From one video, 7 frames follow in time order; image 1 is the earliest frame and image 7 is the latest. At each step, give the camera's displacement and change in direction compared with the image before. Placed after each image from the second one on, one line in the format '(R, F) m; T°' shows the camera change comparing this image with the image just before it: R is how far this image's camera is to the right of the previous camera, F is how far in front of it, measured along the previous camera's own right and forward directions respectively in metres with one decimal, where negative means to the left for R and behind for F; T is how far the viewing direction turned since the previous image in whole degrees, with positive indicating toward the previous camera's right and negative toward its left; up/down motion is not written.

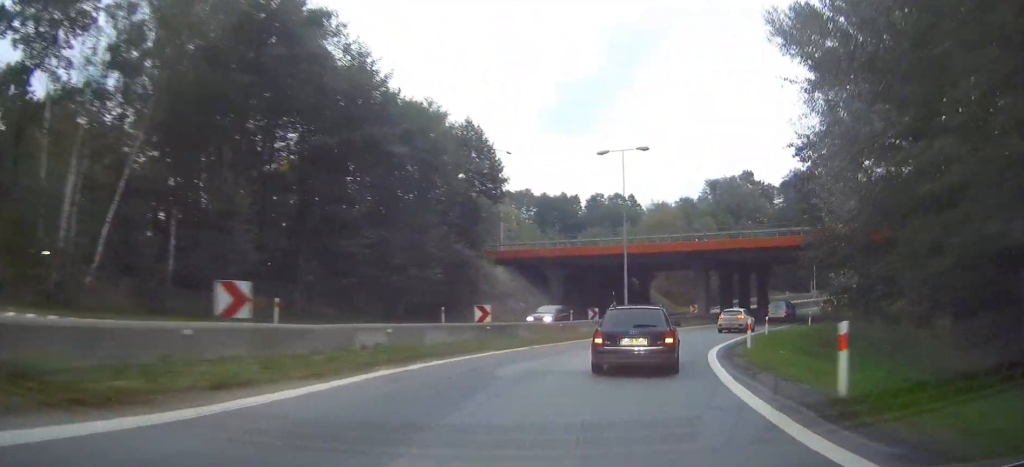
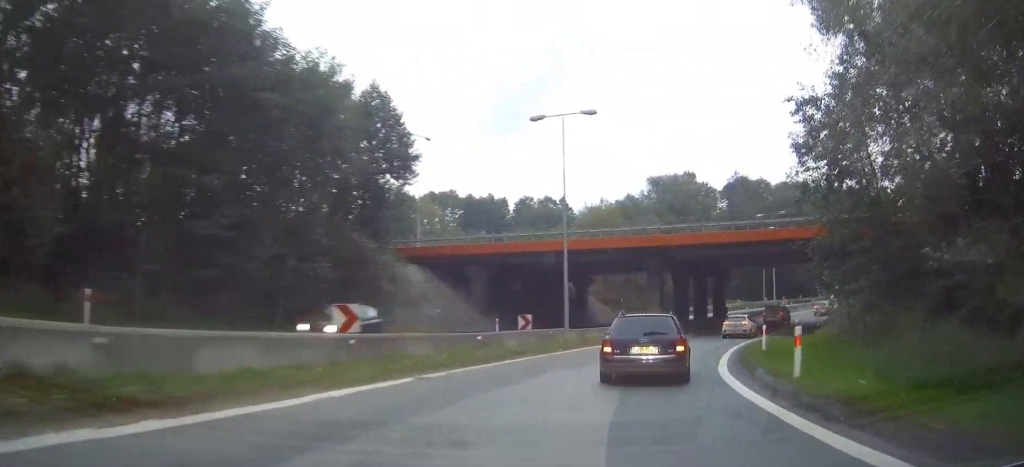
(0.0, +9.6) m; +8°
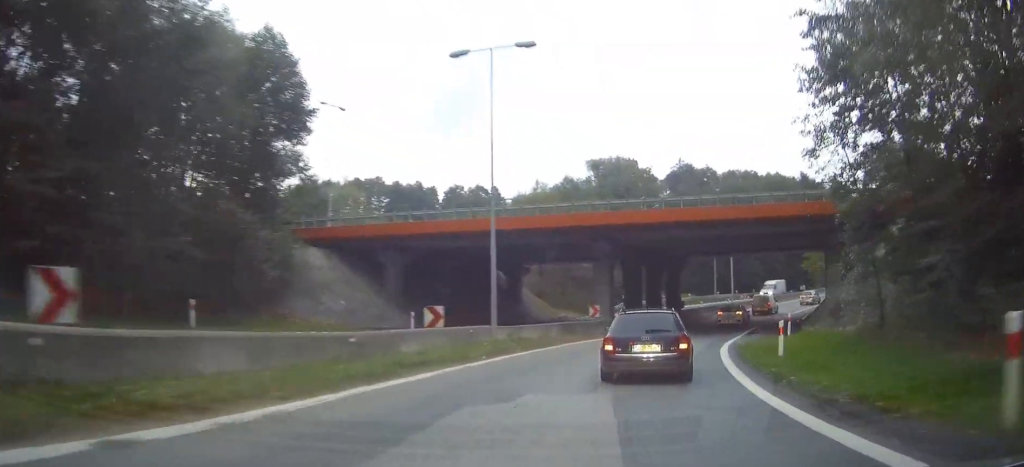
(+0.5, +7.6) m; +8°
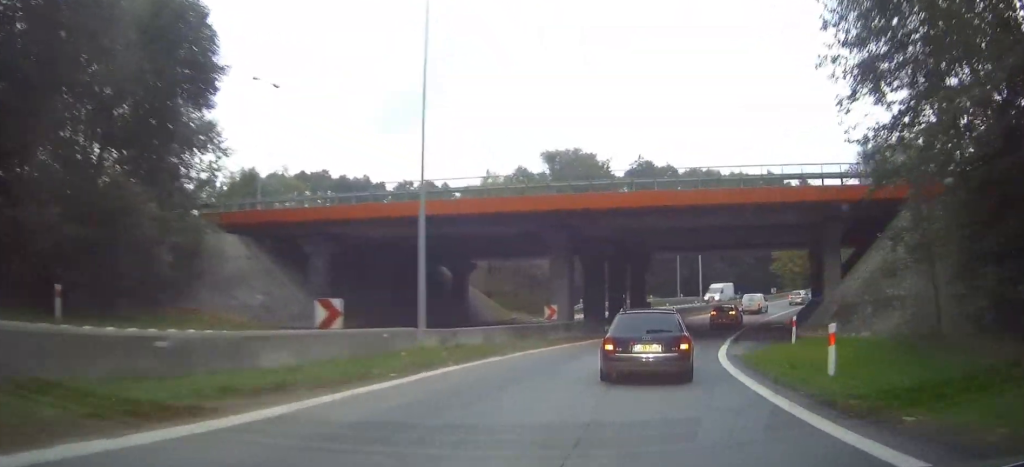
(+0.6, +5.9) m; +7°
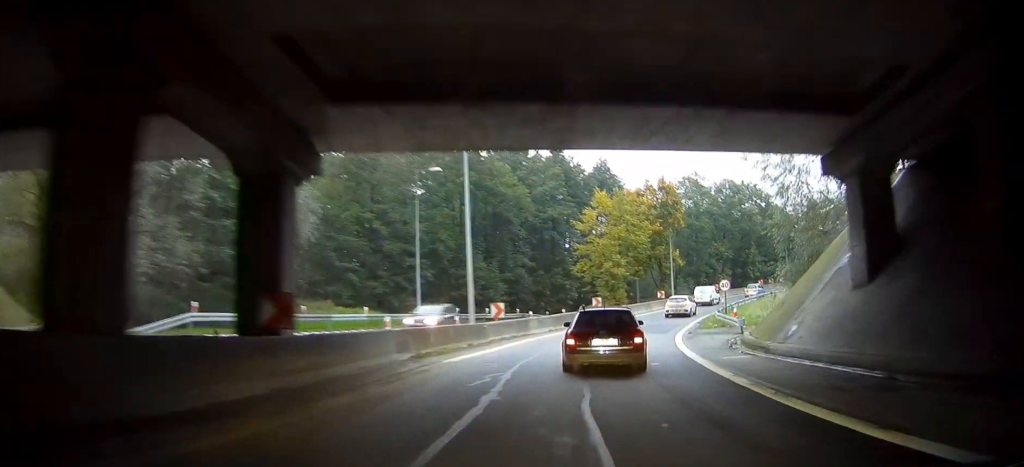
(+8.7, +36.4) m; +21°
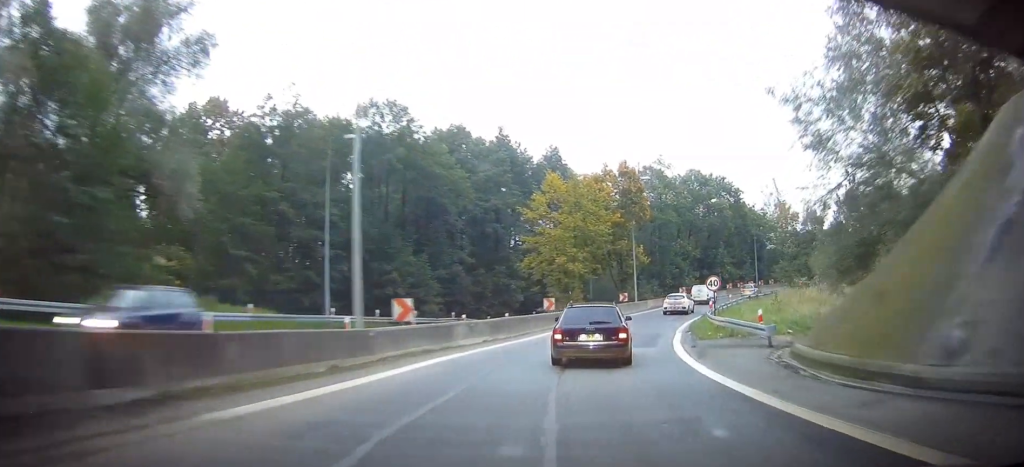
(+0.2, +9.9) m; +4°
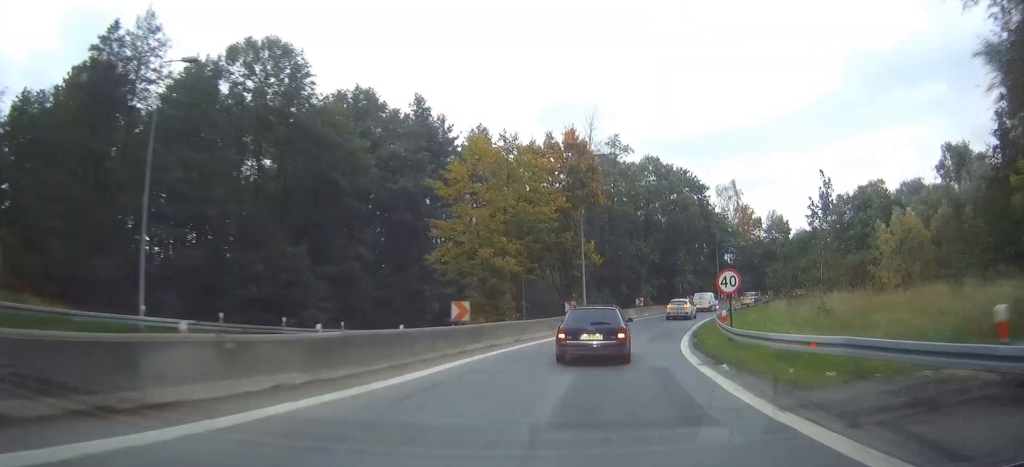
(+0.8, +13.8) m; +6°
